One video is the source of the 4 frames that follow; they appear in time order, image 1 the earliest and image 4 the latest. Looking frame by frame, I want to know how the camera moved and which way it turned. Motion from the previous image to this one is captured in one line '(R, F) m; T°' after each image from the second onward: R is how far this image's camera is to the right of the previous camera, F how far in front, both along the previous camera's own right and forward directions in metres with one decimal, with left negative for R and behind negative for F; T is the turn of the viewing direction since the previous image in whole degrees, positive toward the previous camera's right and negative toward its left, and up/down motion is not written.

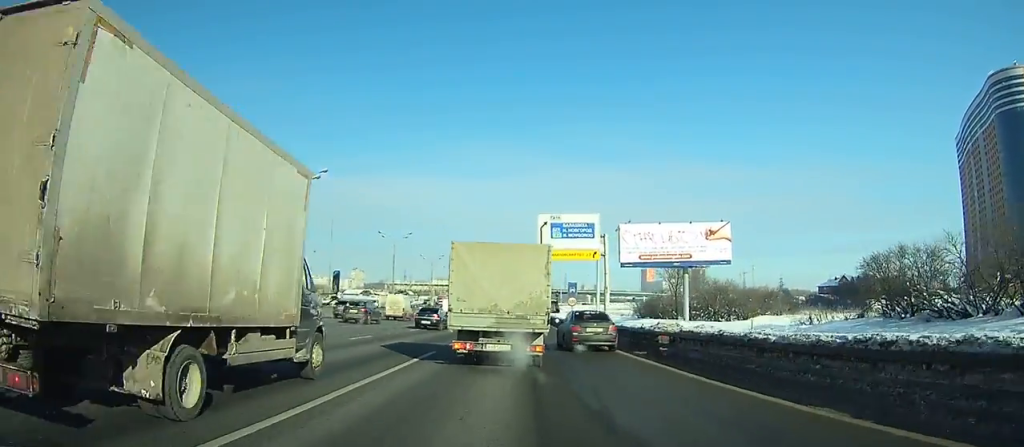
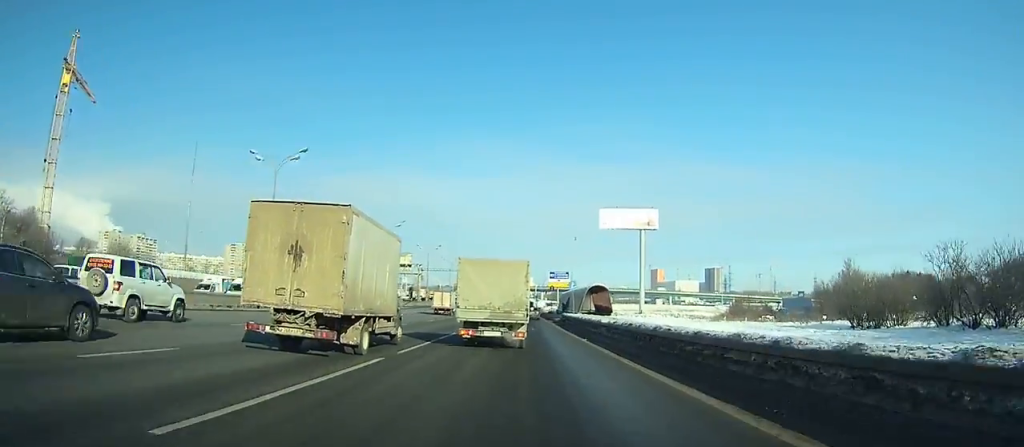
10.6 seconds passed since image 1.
(+0.1, +83.7) m; 0°
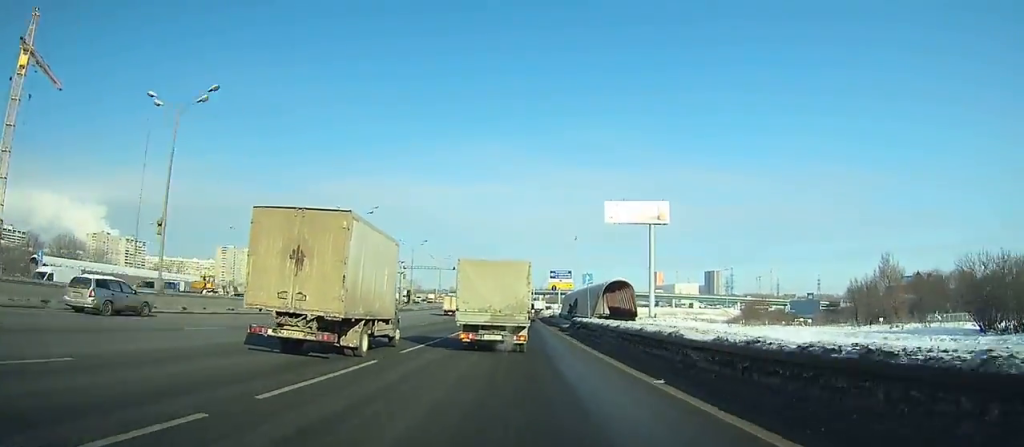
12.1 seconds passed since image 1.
(0.0, +14.4) m; 0°
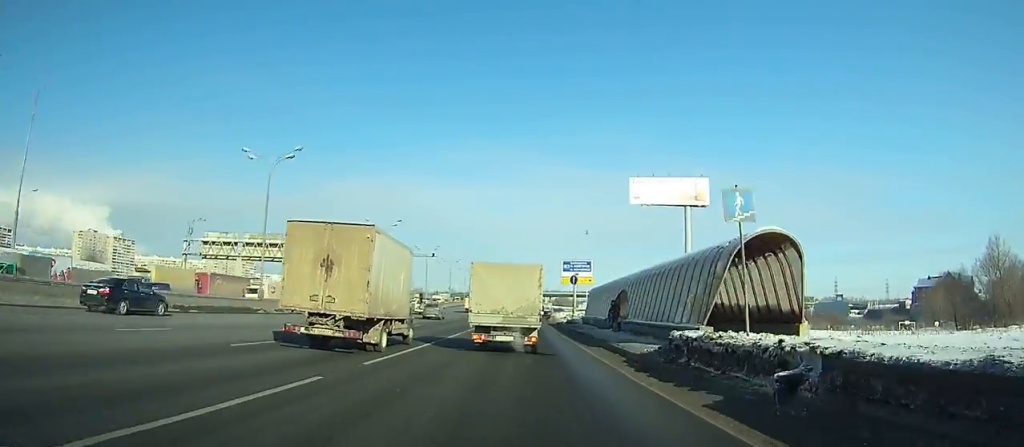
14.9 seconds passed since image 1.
(0.0, +28.0) m; 0°
